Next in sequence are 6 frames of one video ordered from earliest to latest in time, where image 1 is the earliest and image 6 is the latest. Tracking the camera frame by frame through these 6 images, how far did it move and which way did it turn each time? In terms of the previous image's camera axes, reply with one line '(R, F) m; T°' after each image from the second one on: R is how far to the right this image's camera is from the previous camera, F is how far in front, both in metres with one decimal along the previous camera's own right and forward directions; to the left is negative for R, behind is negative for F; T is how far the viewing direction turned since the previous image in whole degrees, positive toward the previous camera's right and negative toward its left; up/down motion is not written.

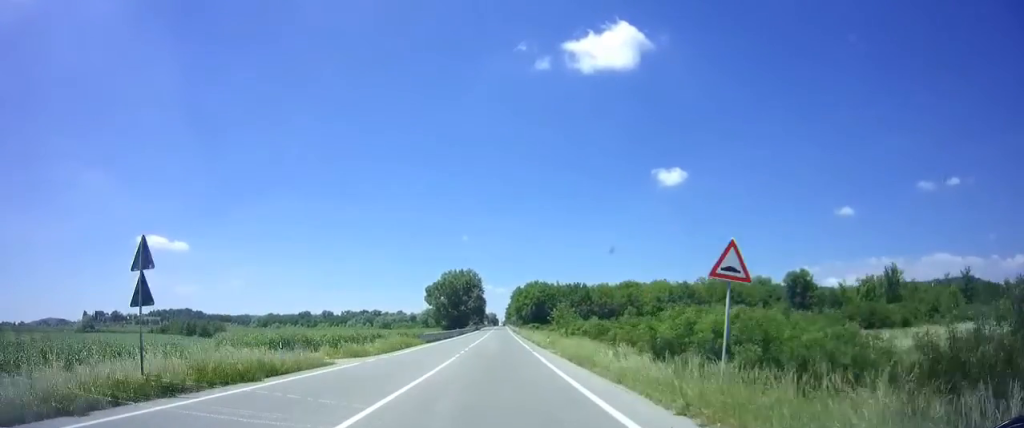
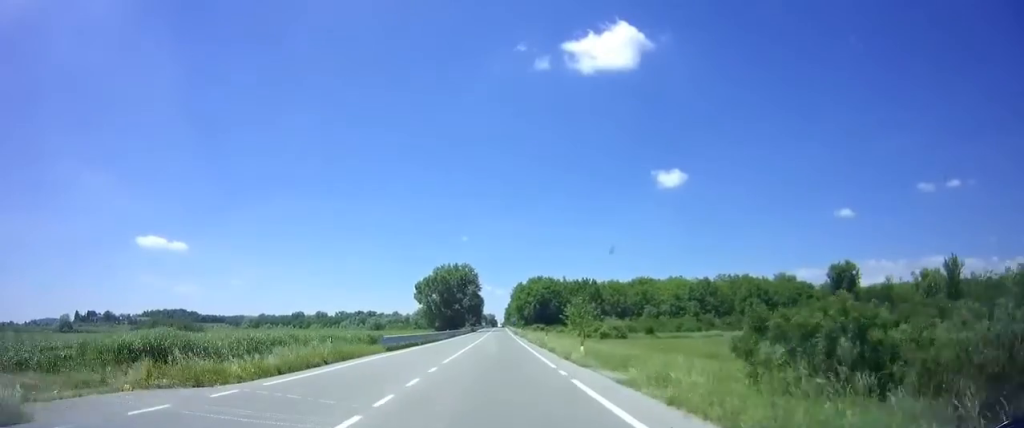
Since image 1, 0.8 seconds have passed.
(+0.1, +15.5) m; 0°
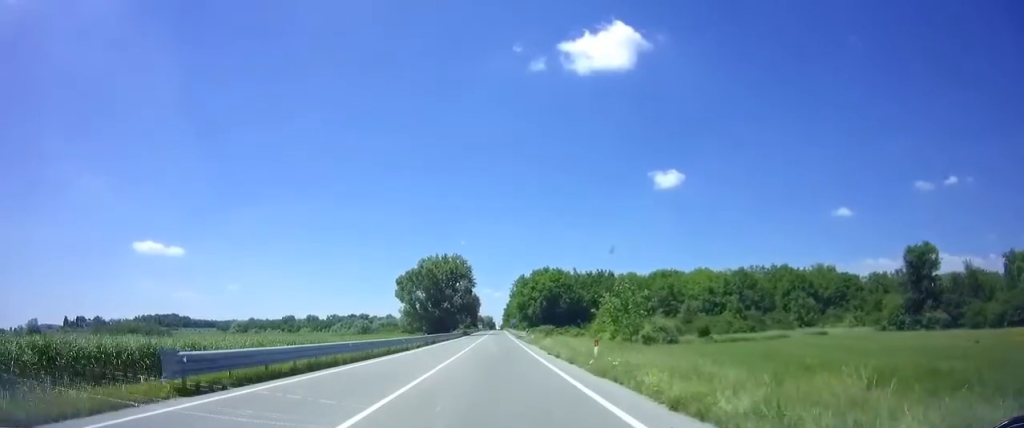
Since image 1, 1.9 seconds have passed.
(0.0, +20.5) m; 0°
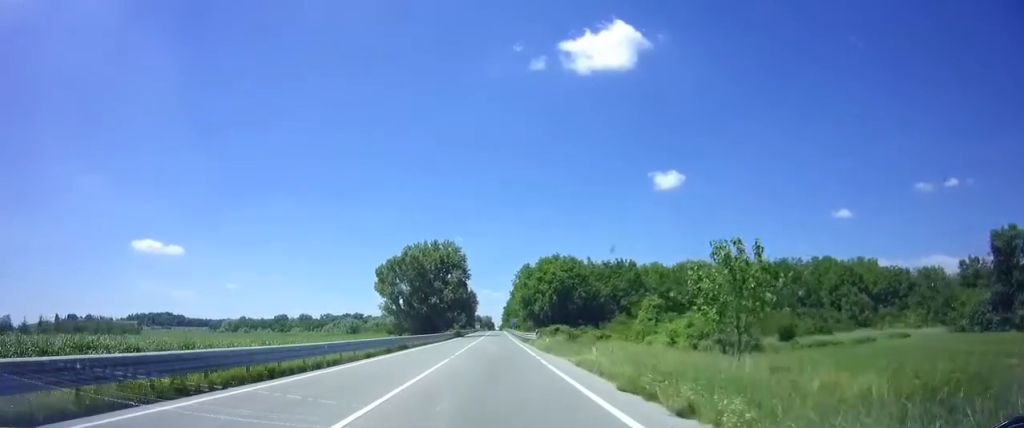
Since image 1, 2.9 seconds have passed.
(0.0, +17.4) m; 0°
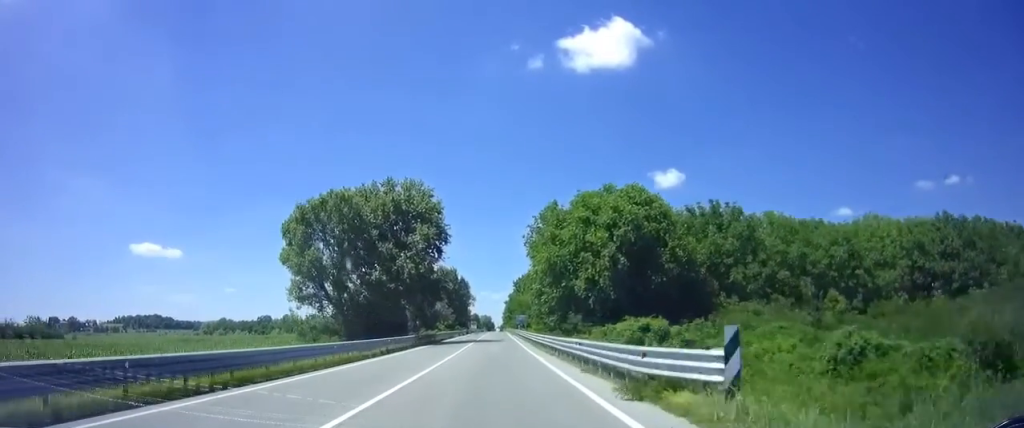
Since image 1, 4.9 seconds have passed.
(0.0, +38.6) m; 0°
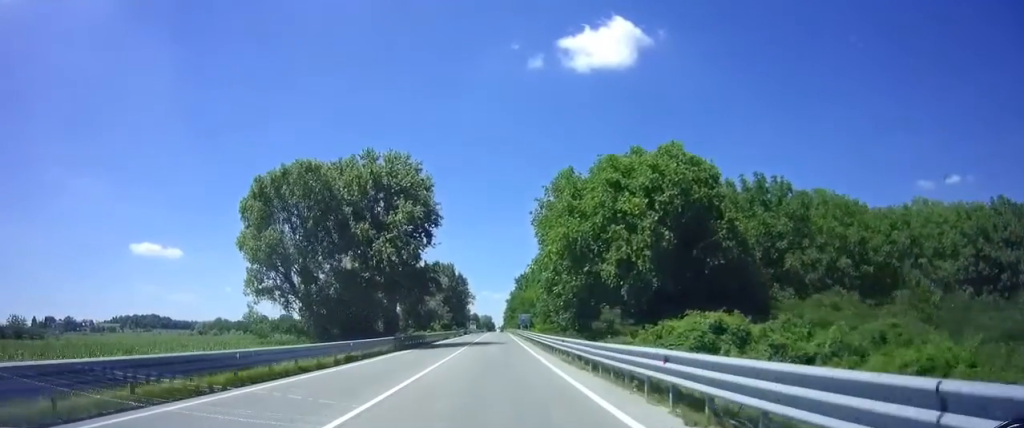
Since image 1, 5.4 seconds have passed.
(0.0, +8.7) m; 0°
